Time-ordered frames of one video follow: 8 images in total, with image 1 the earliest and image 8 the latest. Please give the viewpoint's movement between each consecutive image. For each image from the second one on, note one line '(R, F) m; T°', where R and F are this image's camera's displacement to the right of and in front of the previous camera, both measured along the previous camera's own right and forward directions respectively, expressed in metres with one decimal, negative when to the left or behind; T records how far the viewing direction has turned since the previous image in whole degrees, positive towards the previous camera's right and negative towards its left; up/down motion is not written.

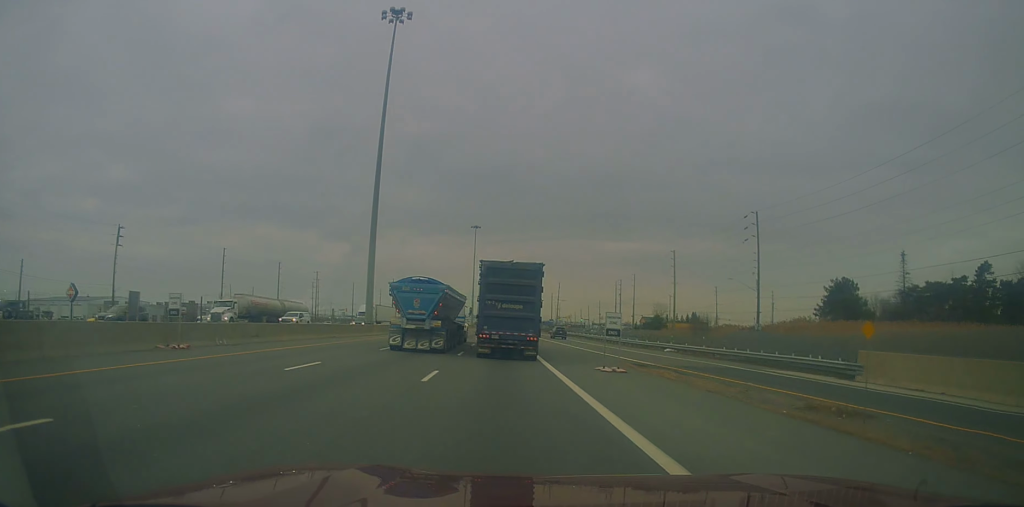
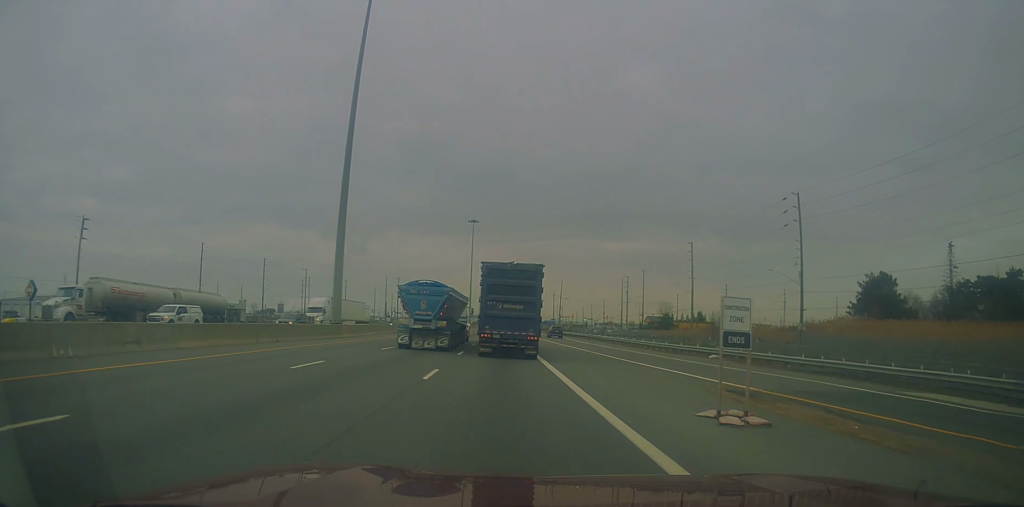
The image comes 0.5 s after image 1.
(+0.1, +11.6) m; +1°
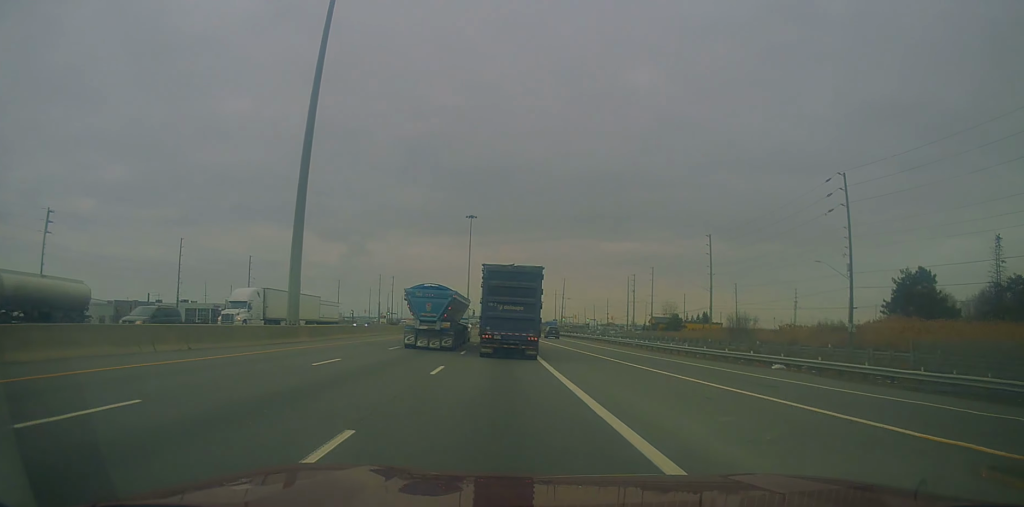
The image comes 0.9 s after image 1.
(0.0, +10.1) m; -1°
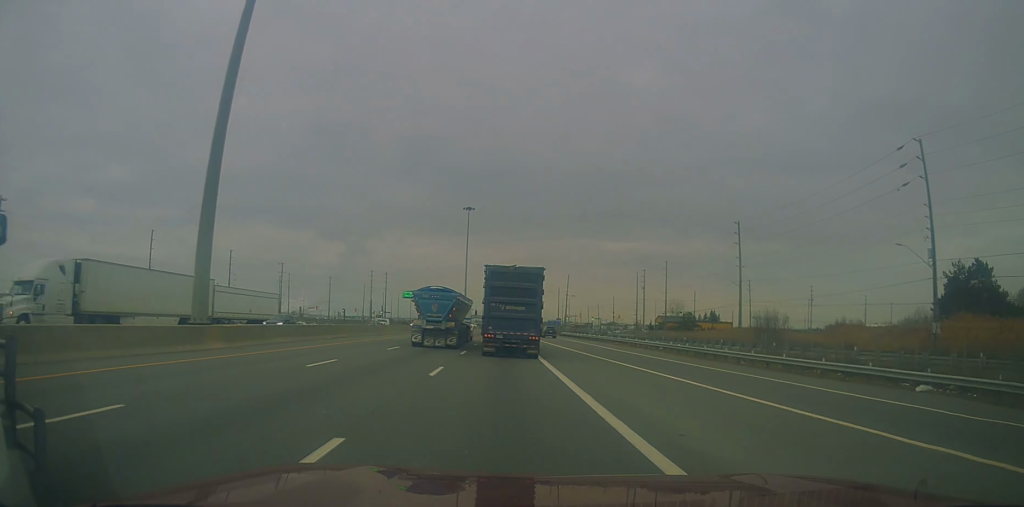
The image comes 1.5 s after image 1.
(+0.1, +12.5) m; -1°
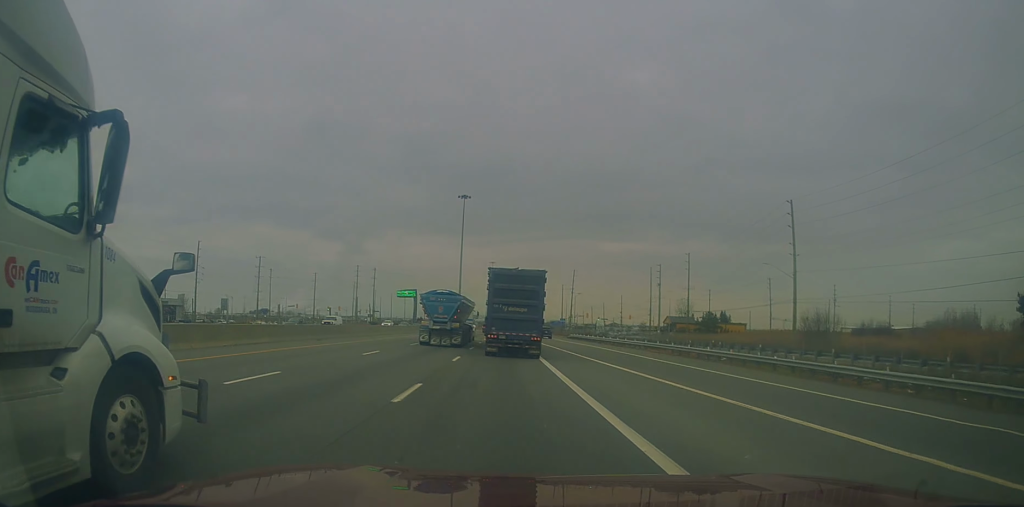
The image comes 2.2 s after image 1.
(-0.4, +17.2) m; 0°
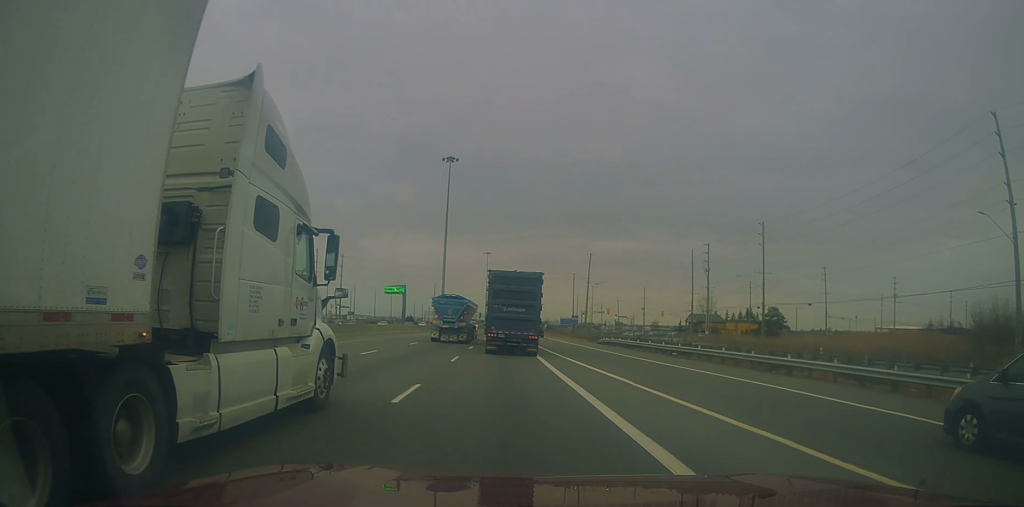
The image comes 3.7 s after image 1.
(+1.1, +36.2) m; +2°
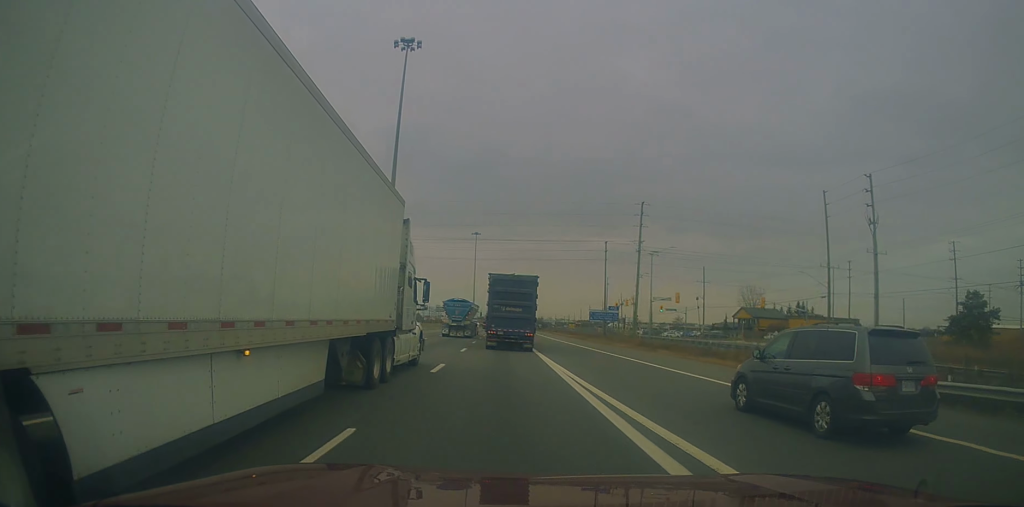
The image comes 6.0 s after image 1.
(-1.3, +53.9) m; -2°
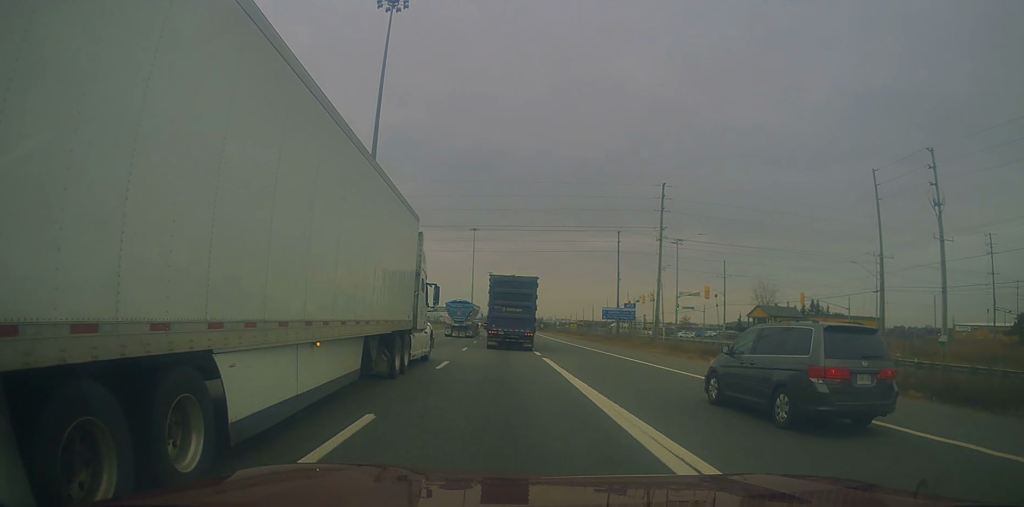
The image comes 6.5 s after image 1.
(+0.1, +10.9) m; +1°
